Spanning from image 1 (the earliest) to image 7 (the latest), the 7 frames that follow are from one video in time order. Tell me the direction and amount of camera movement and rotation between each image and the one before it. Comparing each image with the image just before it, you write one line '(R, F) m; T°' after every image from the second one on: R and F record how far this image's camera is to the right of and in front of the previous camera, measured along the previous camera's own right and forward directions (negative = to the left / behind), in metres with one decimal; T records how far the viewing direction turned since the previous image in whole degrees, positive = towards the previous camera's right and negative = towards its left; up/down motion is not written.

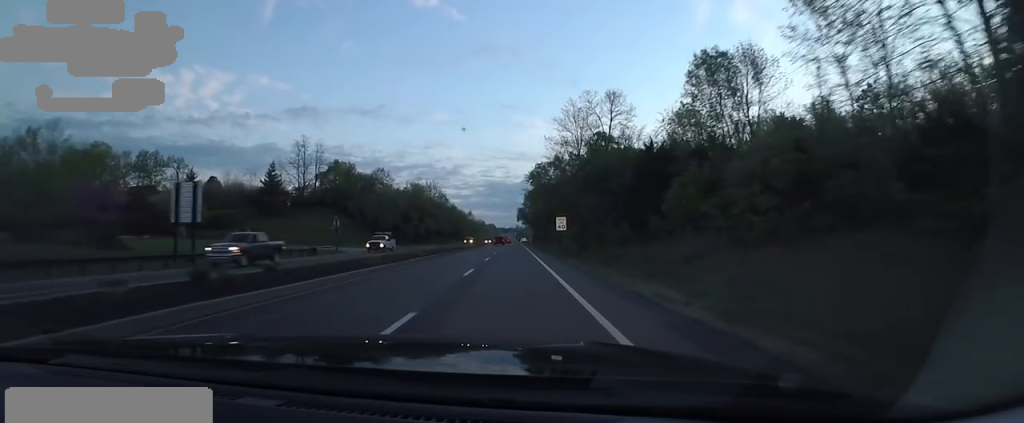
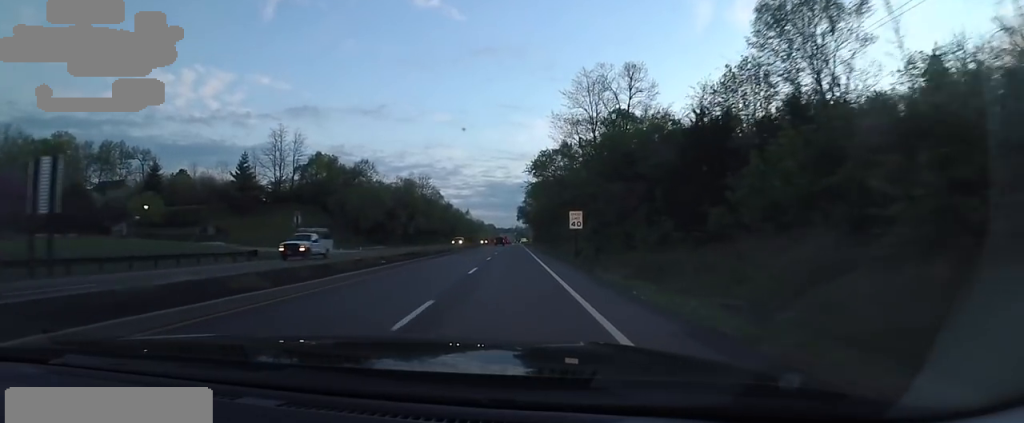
(+0.6, +10.4) m; +2°
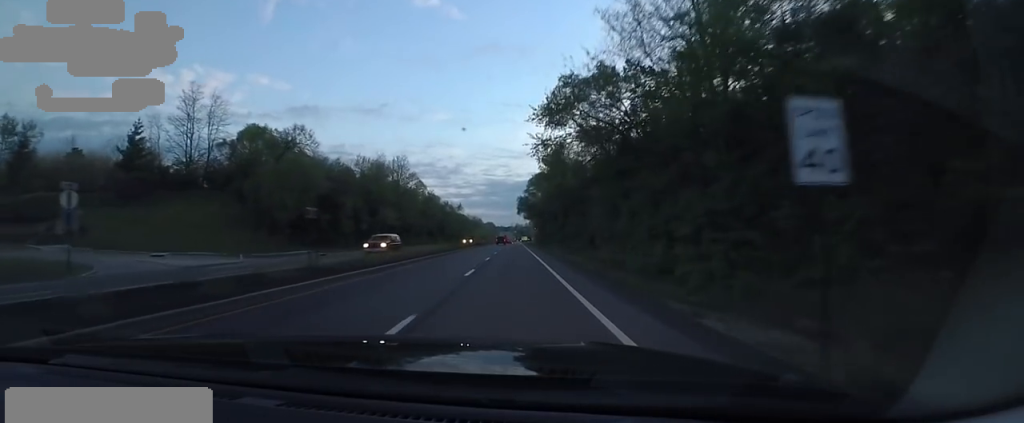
(+0.1, +27.4) m; -3°
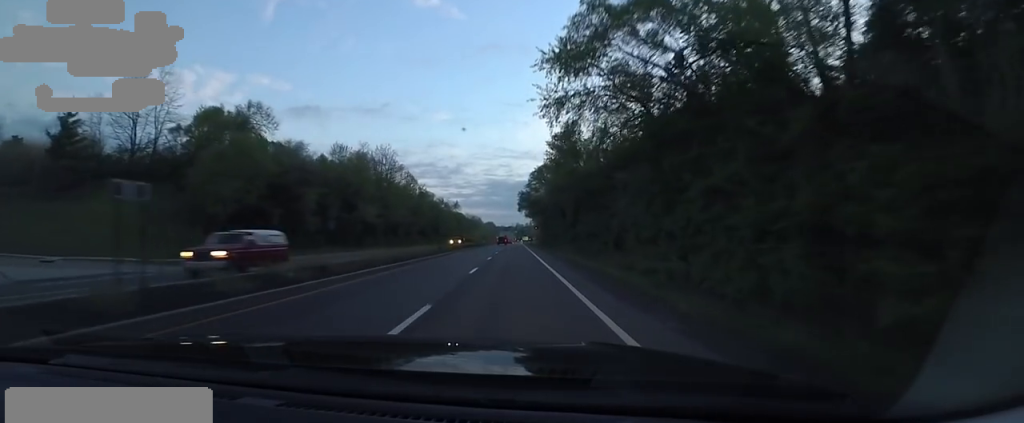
(-0.6, +11.6) m; -1°
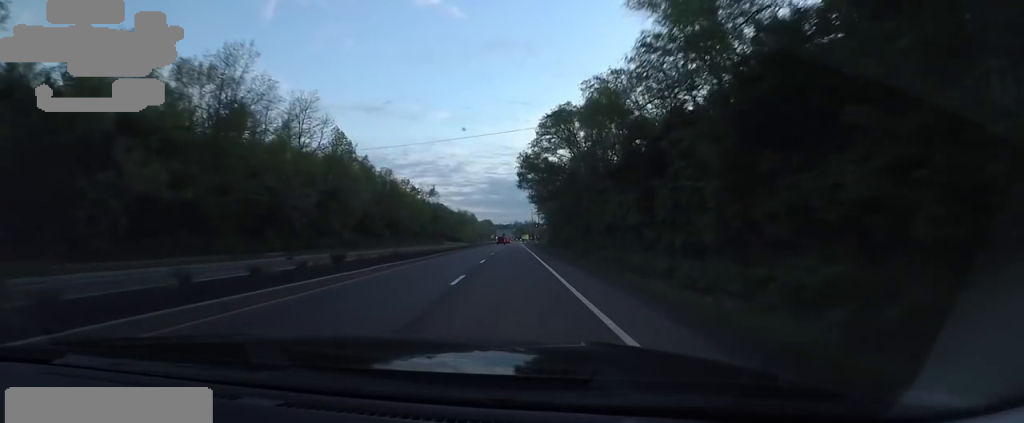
(0.0, +42.4) m; 0°
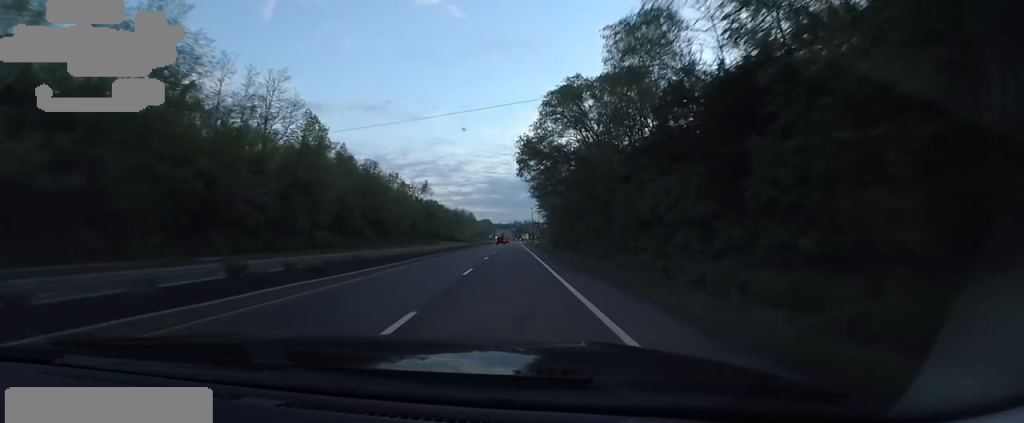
(0.0, +8.6) m; 0°
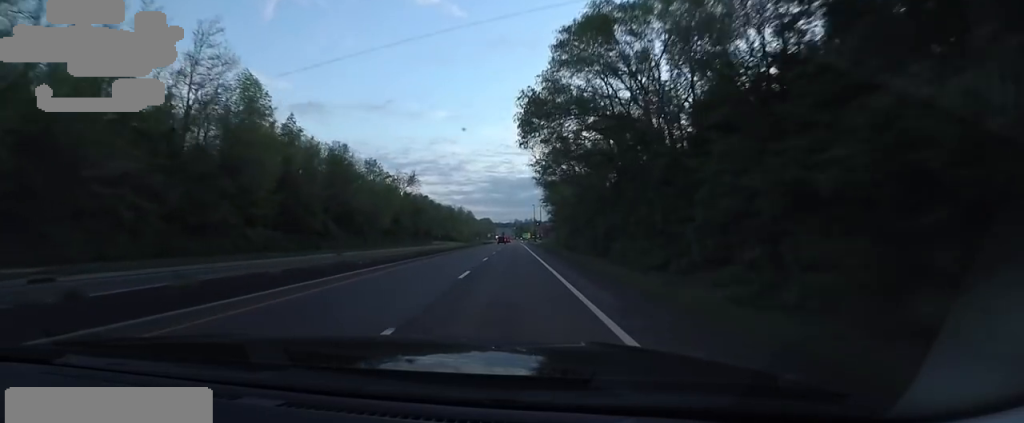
(0.0, +13.8) m; -1°
